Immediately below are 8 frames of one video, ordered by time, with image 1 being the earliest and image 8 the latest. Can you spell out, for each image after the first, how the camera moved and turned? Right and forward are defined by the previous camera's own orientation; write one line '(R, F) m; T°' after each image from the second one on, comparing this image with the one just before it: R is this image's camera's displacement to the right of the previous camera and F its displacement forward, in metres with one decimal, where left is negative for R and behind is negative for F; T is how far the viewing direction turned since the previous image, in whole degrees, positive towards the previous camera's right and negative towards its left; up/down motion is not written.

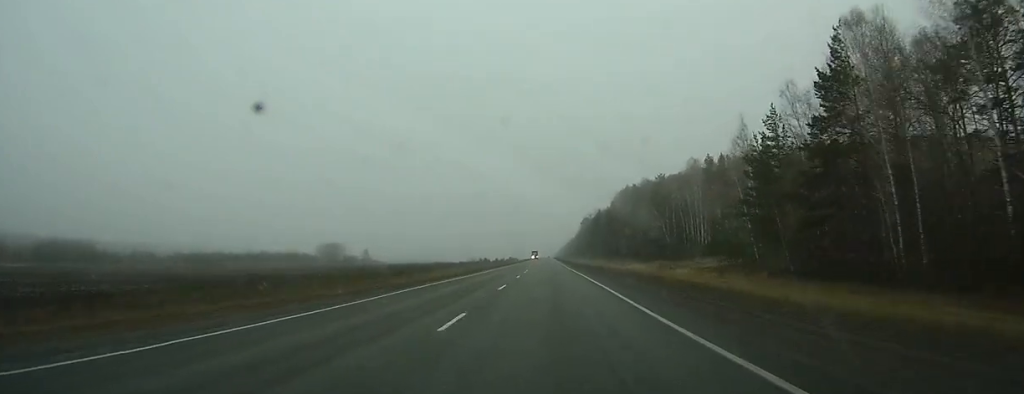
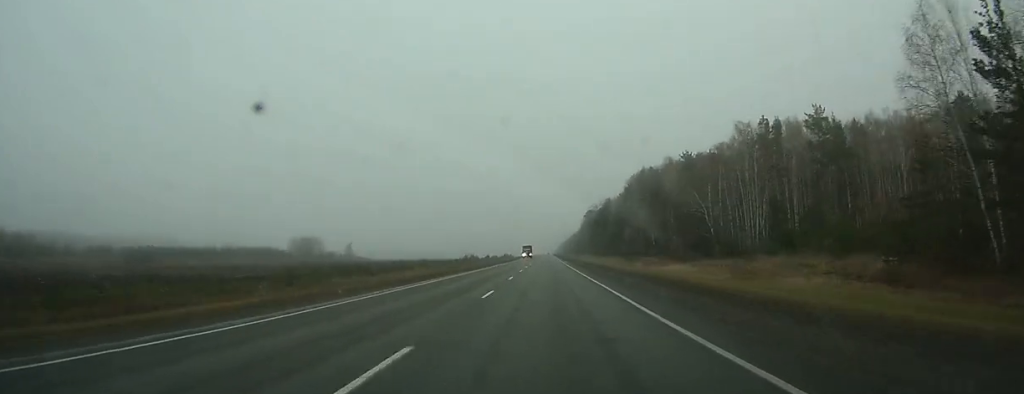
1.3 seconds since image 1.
(-0.1, +41.2) m; 0°
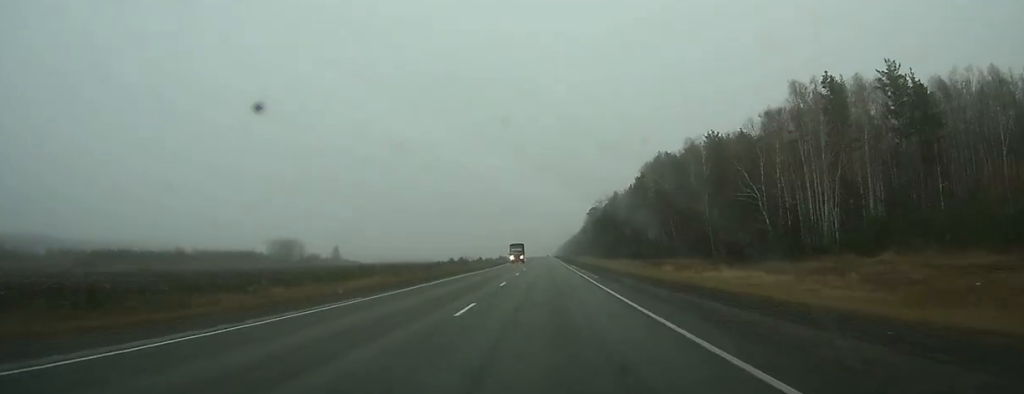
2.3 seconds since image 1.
(0.0, +28.8) m; 0°
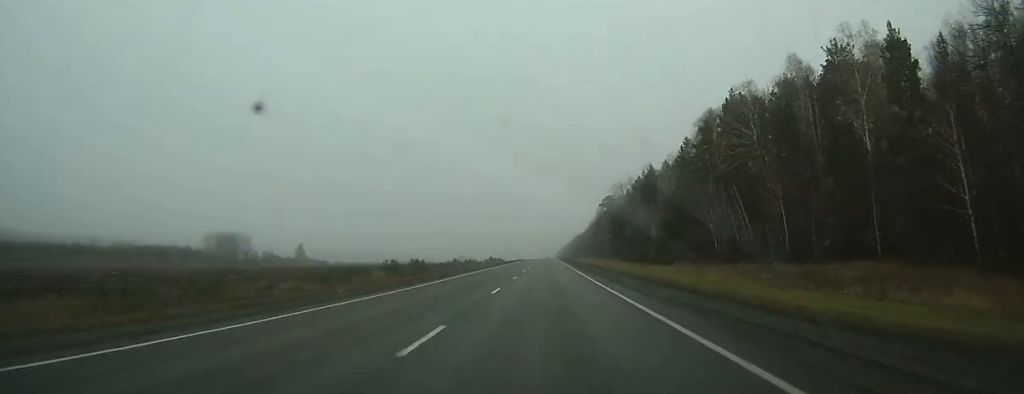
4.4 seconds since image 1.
(0.0, +65.3) m; 0°
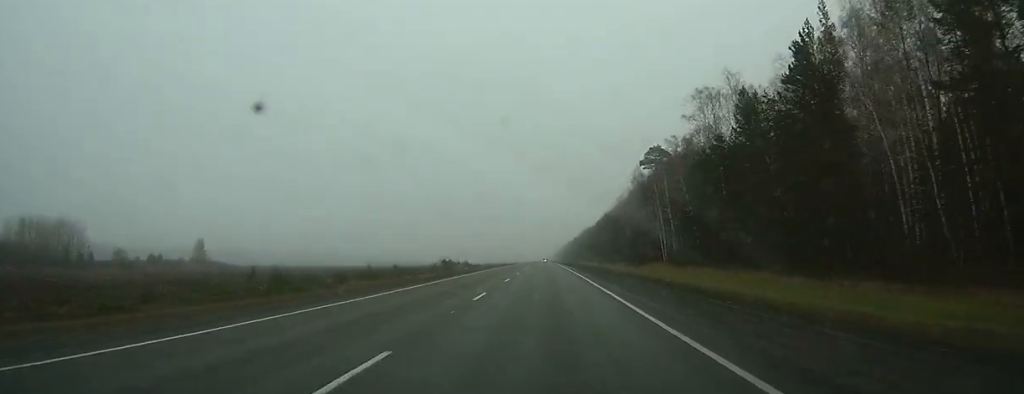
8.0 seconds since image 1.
(+0.3, +109.6) m; 0°
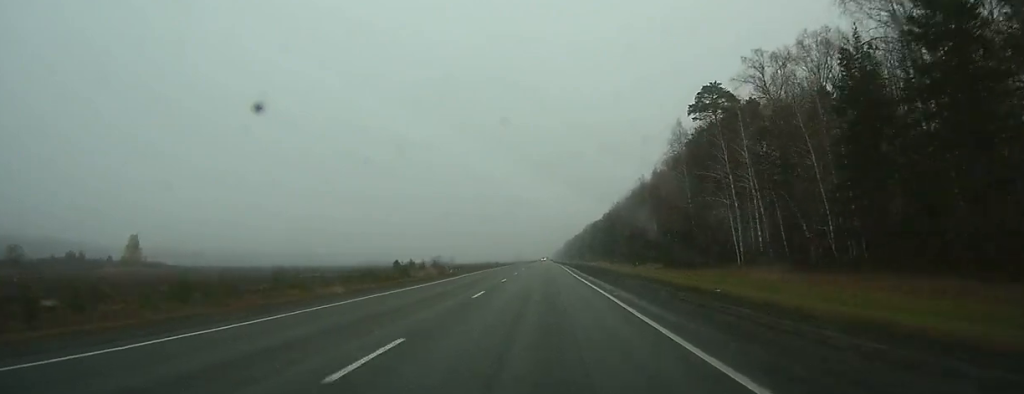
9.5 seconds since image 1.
(0.0, +46.3) m; 0°
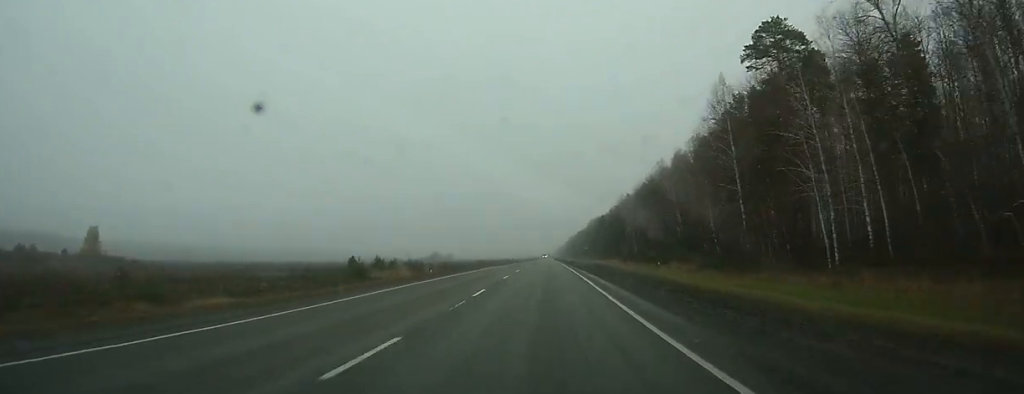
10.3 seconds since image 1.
(0.0, +24.1) m; 0°
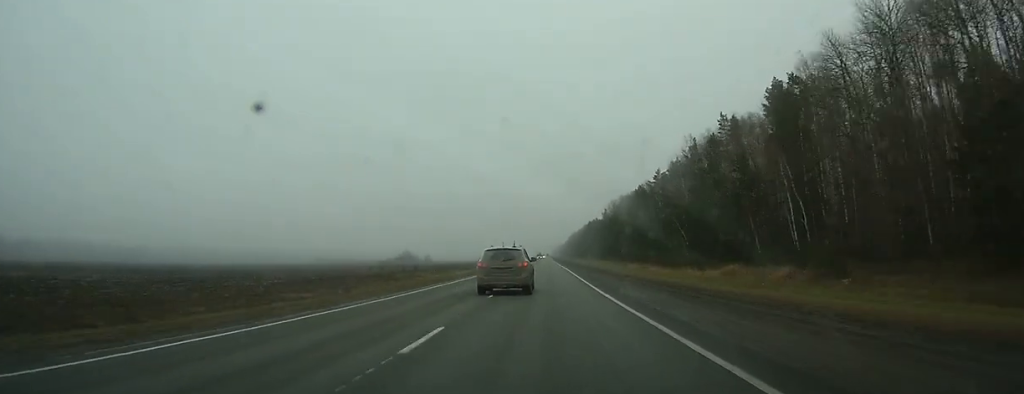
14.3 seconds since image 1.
(-0.6, +118.4) m; 0°
